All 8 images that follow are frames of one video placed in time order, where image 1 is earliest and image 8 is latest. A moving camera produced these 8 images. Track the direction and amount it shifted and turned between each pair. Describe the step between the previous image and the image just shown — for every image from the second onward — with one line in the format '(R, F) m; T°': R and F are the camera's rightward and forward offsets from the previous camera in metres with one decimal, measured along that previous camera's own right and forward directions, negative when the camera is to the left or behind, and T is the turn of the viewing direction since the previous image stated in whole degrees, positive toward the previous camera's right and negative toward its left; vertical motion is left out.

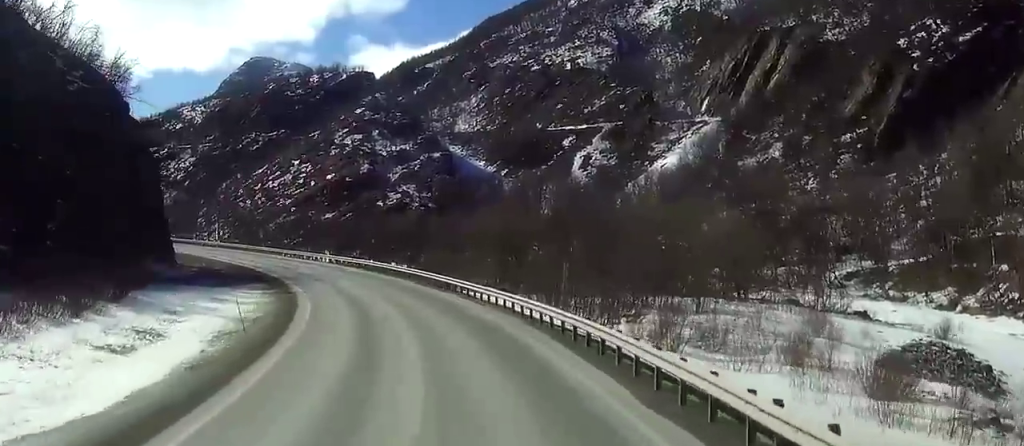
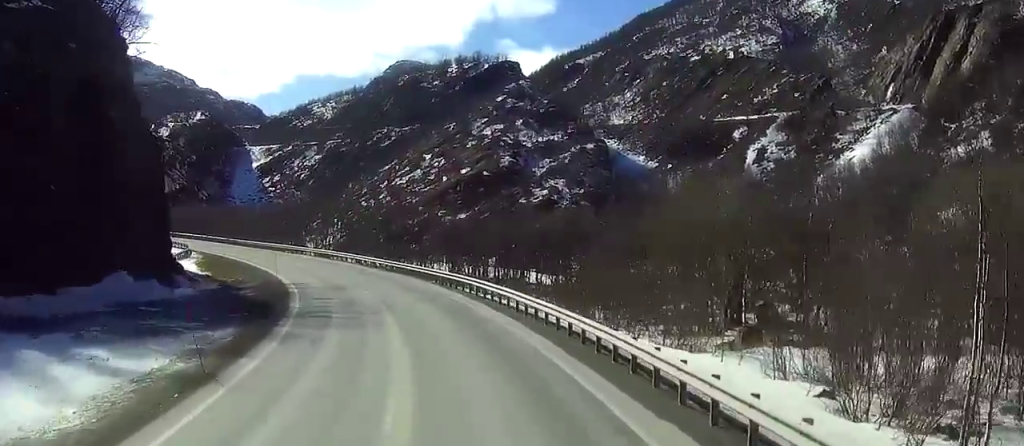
(-3.7, +40.2) m; -9°
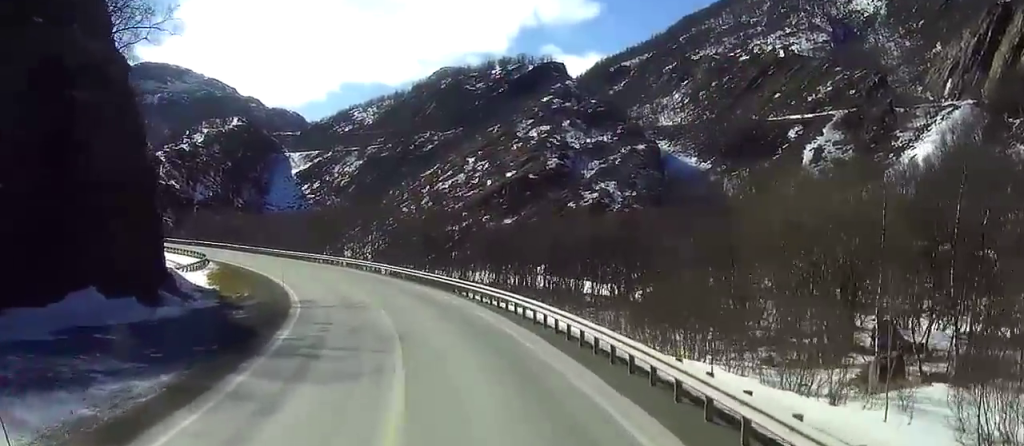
(-0.2, +11.6) m; -2°
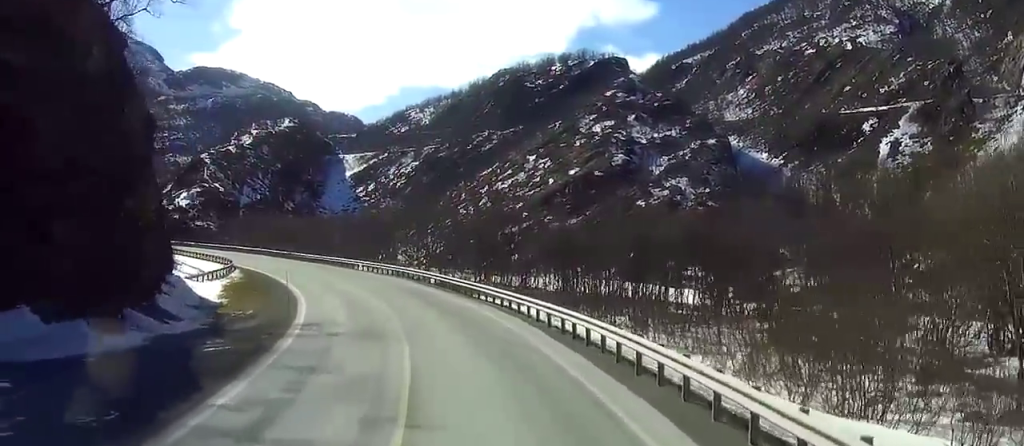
(+0.2, +13.7) m; -2°
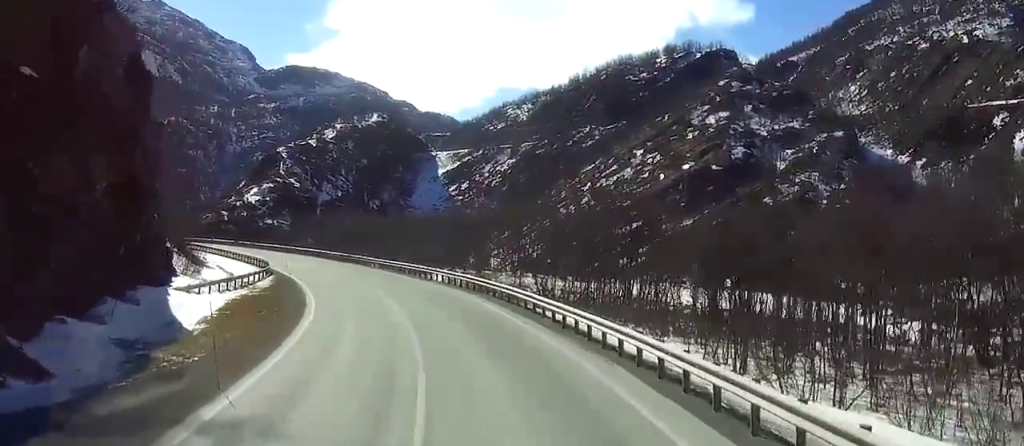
(-1.4, +23.5) m; -4°
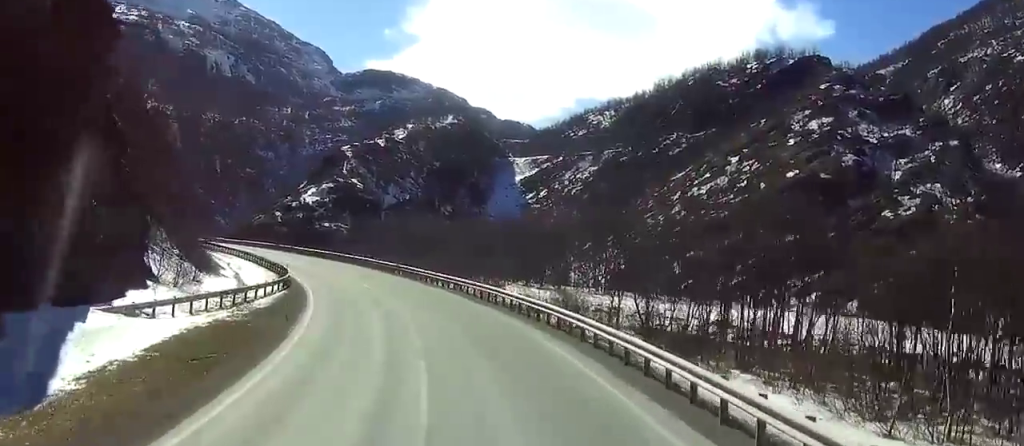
(-0.2, +20.1) m; -4°
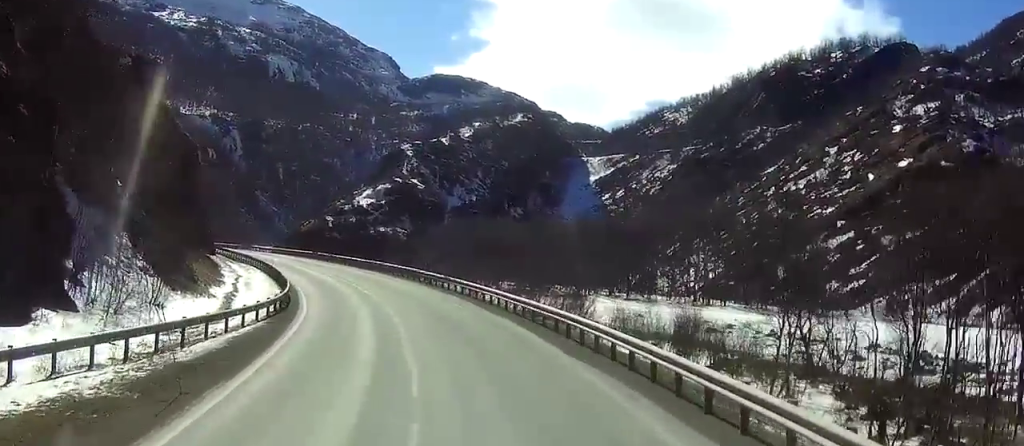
(-1.4, +21.0) m; -5°
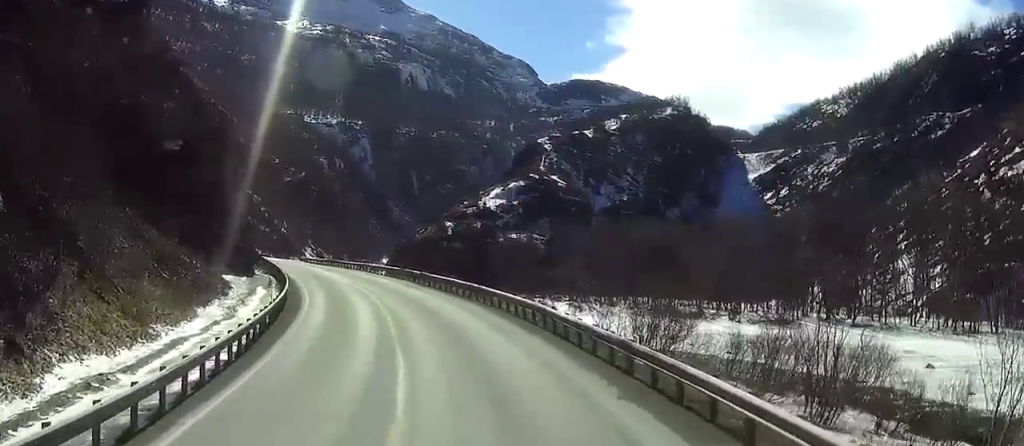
(-1.4, +35.6) m; -6°
